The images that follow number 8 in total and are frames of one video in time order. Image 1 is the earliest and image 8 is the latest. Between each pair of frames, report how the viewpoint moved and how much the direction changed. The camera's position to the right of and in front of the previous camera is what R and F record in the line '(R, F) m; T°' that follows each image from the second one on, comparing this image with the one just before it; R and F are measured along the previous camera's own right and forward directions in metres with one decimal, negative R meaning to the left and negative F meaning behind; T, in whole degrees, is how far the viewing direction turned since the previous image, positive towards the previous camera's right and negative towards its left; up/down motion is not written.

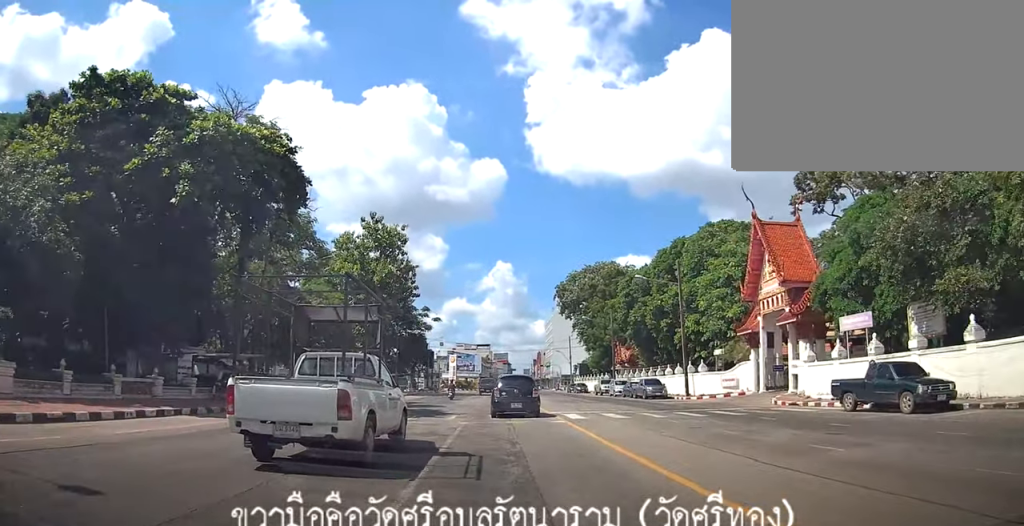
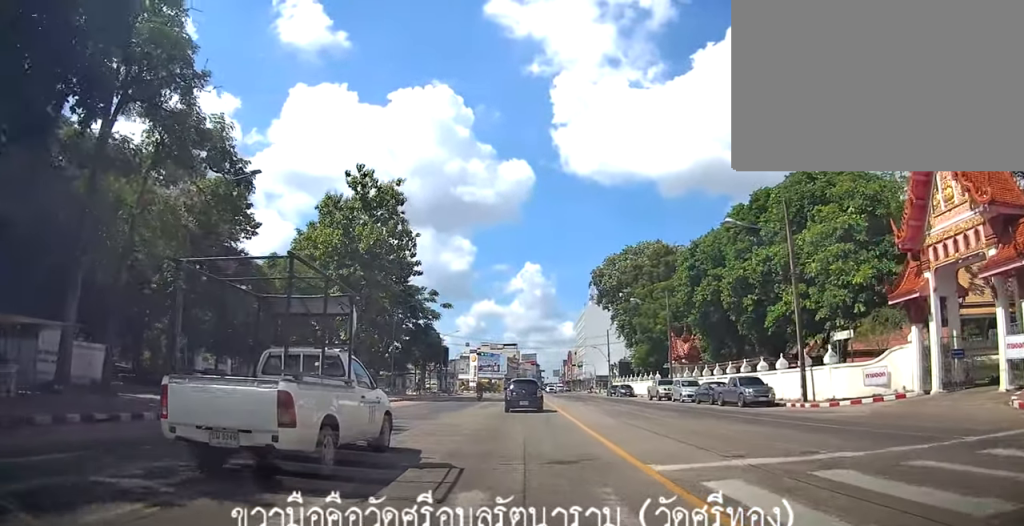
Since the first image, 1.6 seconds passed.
(0.0, +15.7) m; +1°
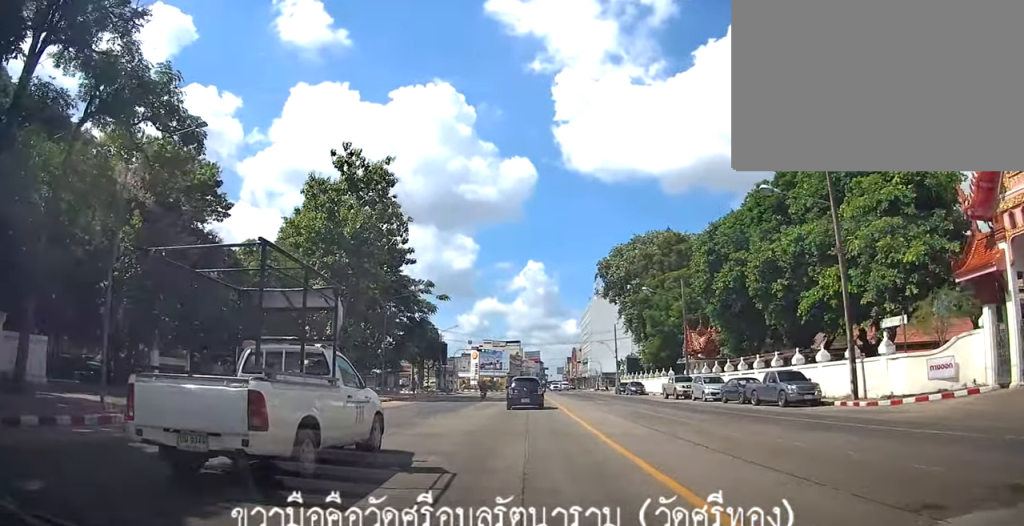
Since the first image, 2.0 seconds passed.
(+0.3, +4.6) m; 0°
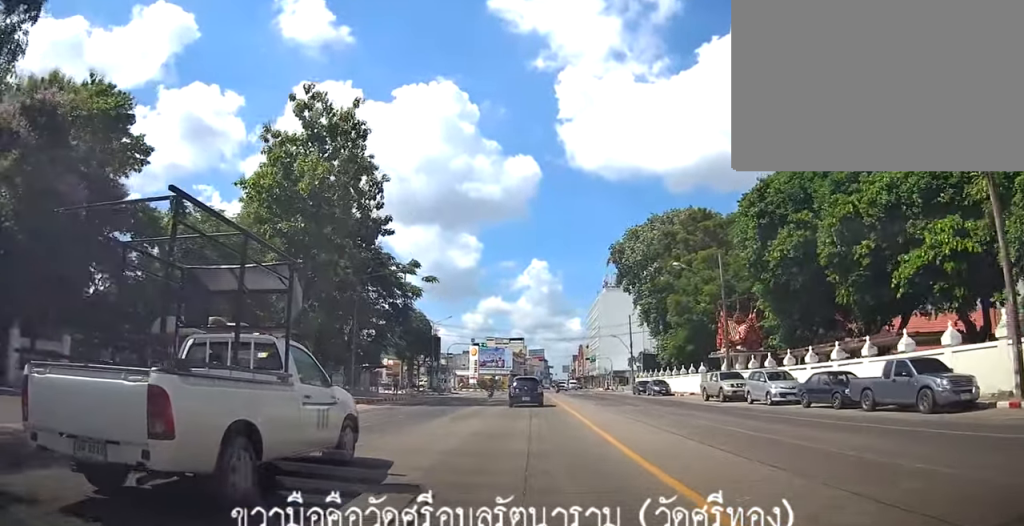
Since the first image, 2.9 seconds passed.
(-0.3, +9.4) m; -2°
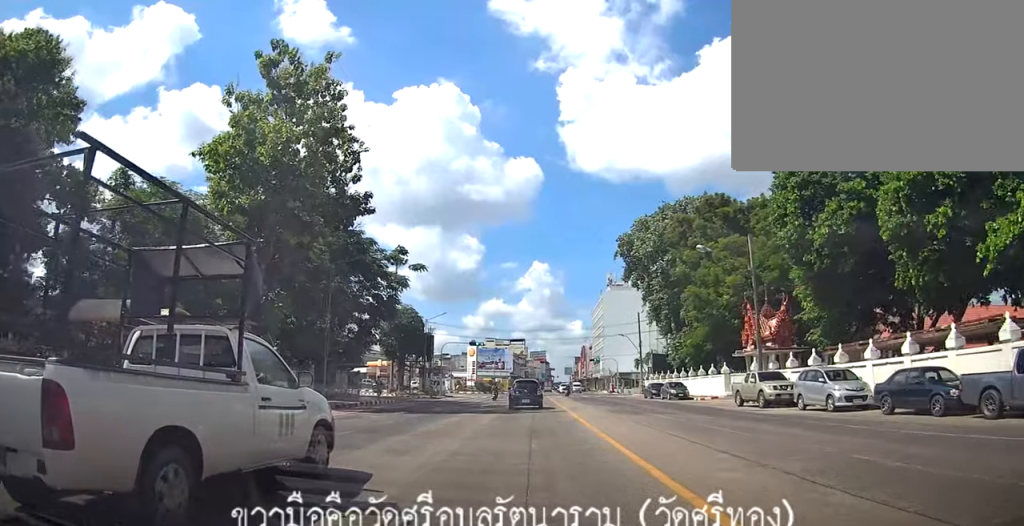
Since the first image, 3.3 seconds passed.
(-0.1, +5.5) m; -1°
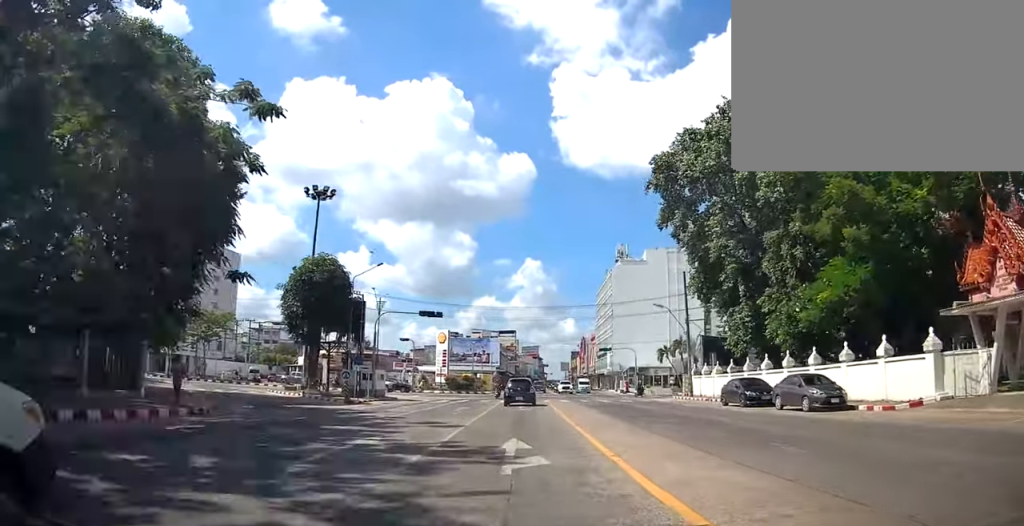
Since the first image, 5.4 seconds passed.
(+0.2, +24.4) m; +1°
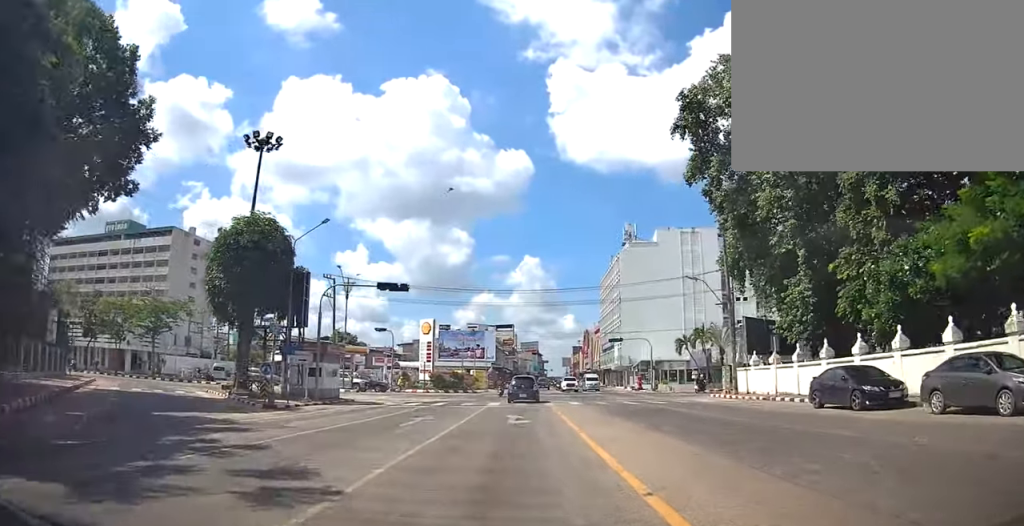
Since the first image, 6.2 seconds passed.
(0.0, +10.5) m; 0°
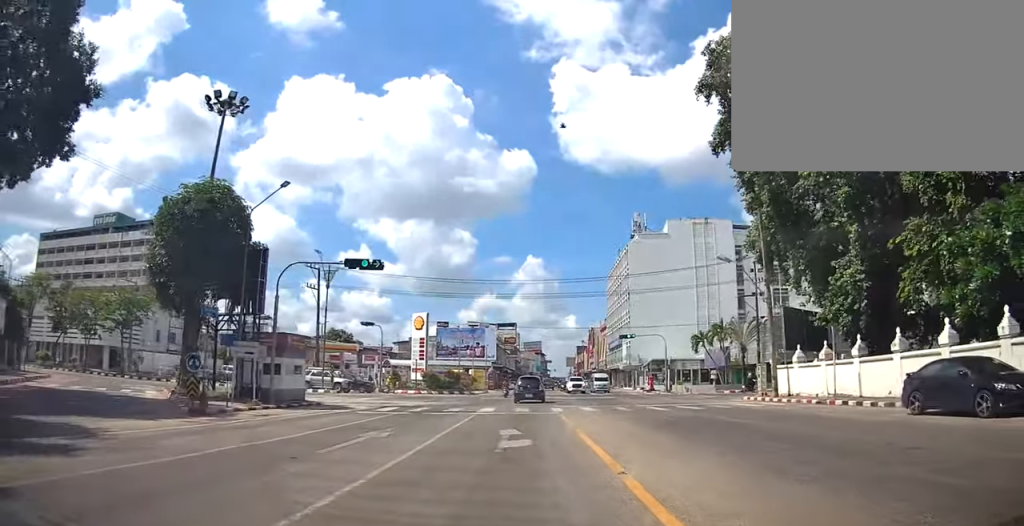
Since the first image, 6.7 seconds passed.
(0.0, +5.6) m; +2°
